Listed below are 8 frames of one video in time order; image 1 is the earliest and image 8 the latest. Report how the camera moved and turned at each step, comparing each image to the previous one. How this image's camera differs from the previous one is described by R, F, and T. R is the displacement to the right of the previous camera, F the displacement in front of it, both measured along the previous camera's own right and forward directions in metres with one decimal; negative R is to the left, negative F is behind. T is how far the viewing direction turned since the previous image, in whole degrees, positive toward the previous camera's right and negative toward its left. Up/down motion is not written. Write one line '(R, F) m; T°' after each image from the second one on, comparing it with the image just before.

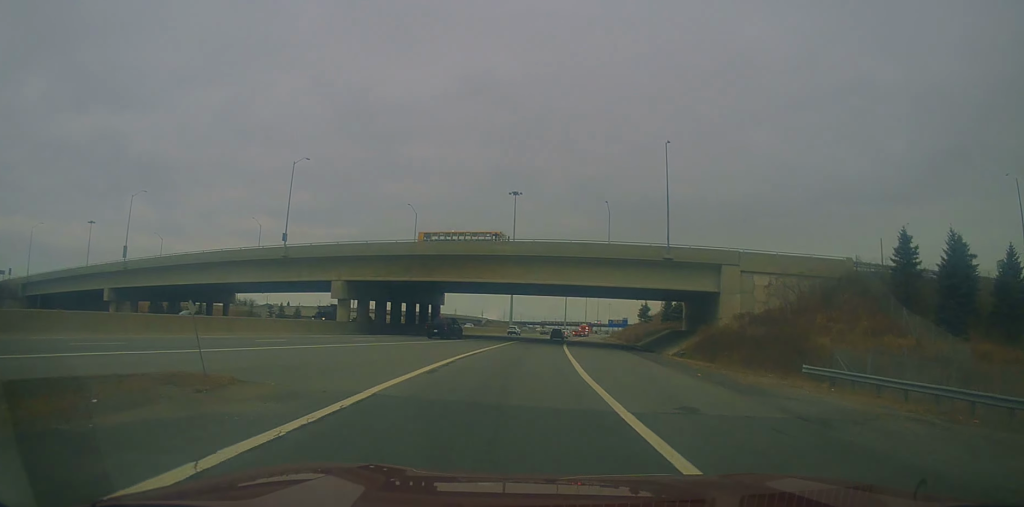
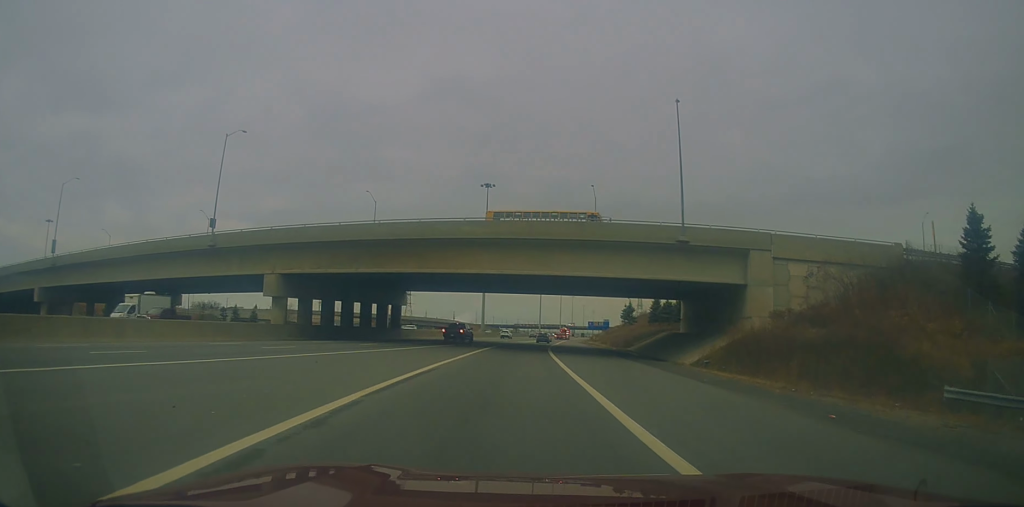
(+0.5, +11.9) m; +2°
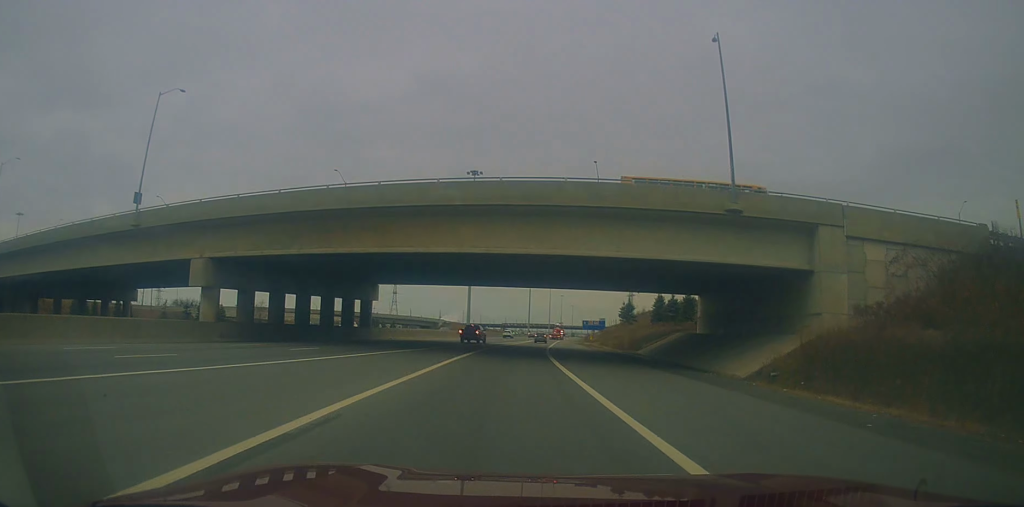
(+0.1, +11.5) m; +1°
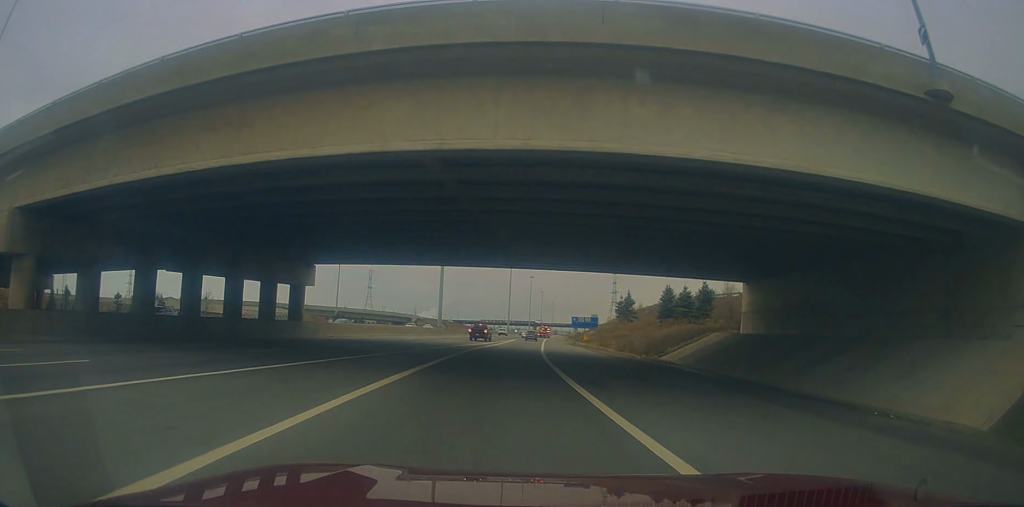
(+0.1, +17.8) m; +1°
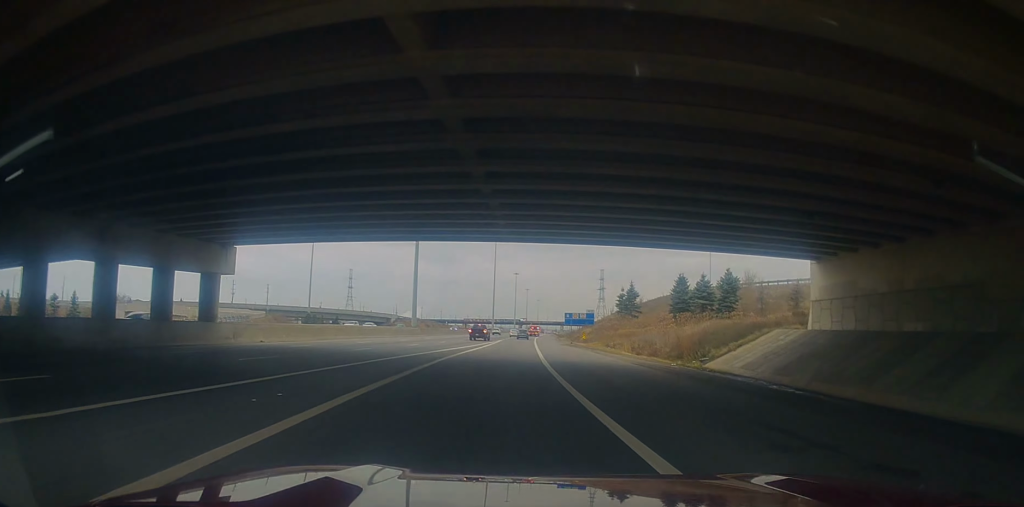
(+0.1, +13.6) m; 0°
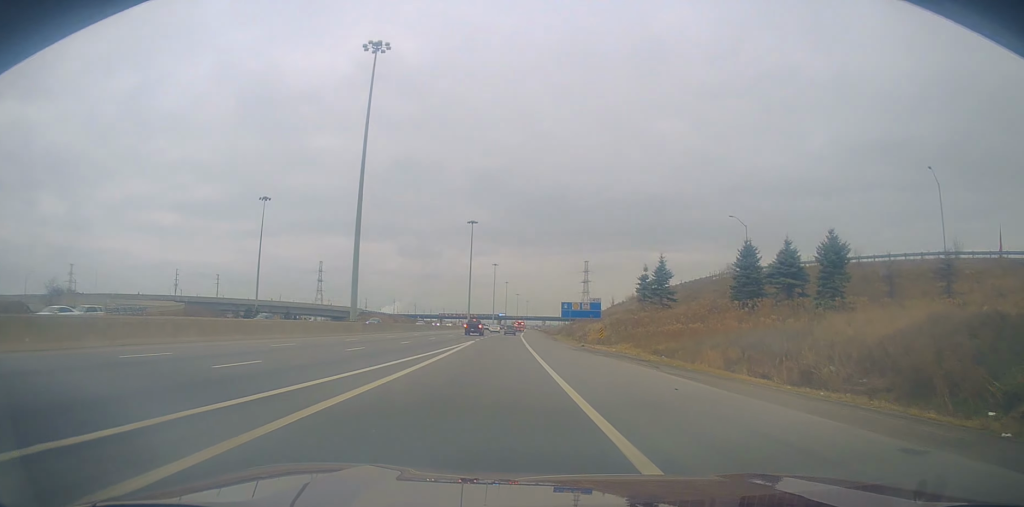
(0.0, +26.1) m; +2°
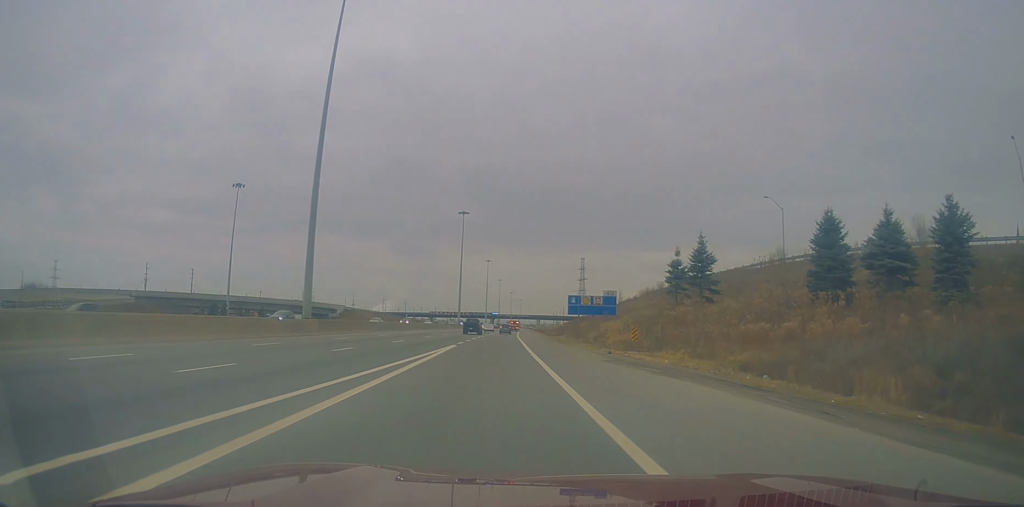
(+0.3, +14.5) m; +2°
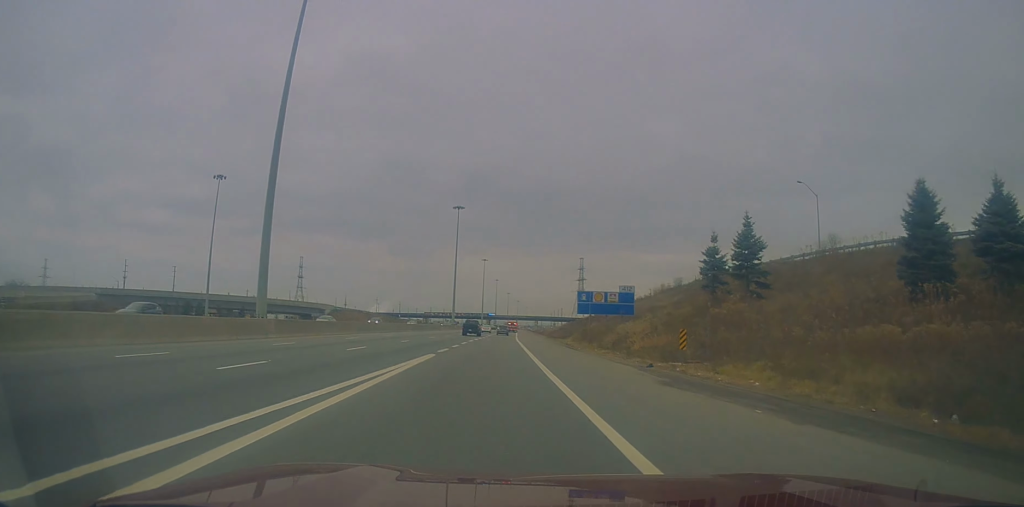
(+0.5, +10.1) m; +1°
